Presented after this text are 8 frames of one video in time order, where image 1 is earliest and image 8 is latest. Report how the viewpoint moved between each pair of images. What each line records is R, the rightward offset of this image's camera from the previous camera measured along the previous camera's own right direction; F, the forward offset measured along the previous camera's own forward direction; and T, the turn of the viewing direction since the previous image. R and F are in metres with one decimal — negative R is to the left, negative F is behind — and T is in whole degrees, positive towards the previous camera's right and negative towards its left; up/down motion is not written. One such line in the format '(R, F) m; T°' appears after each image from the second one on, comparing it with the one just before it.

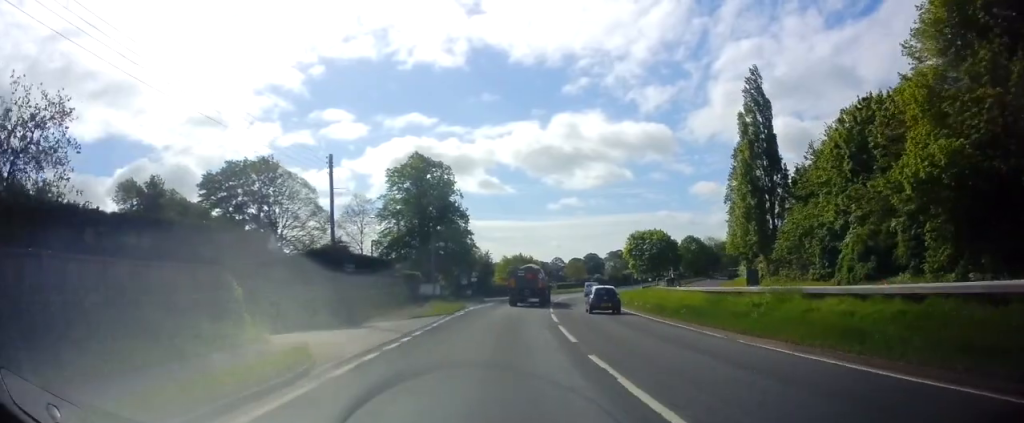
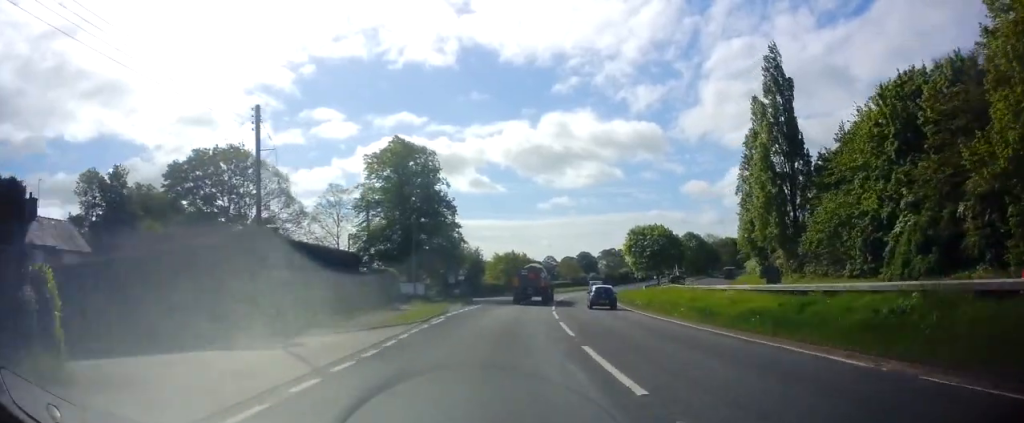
(0.0, +7.3) m; +1°
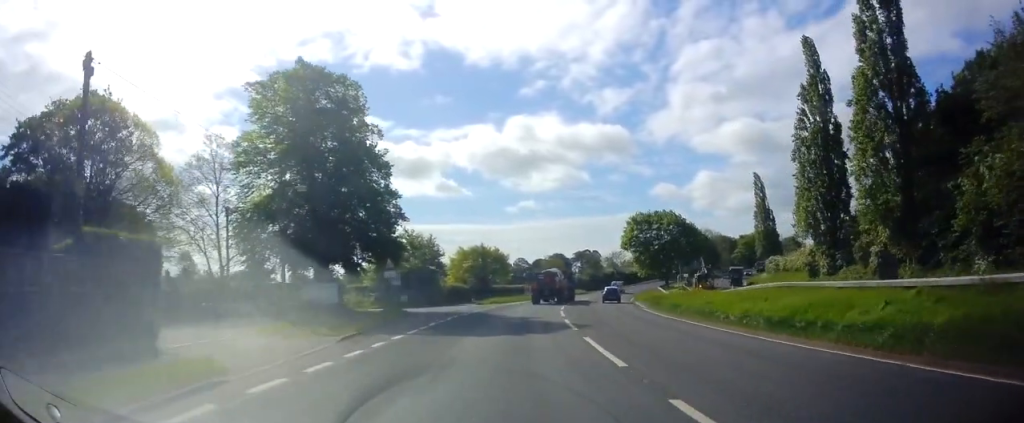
(+0.7, +23.9) m; +3°
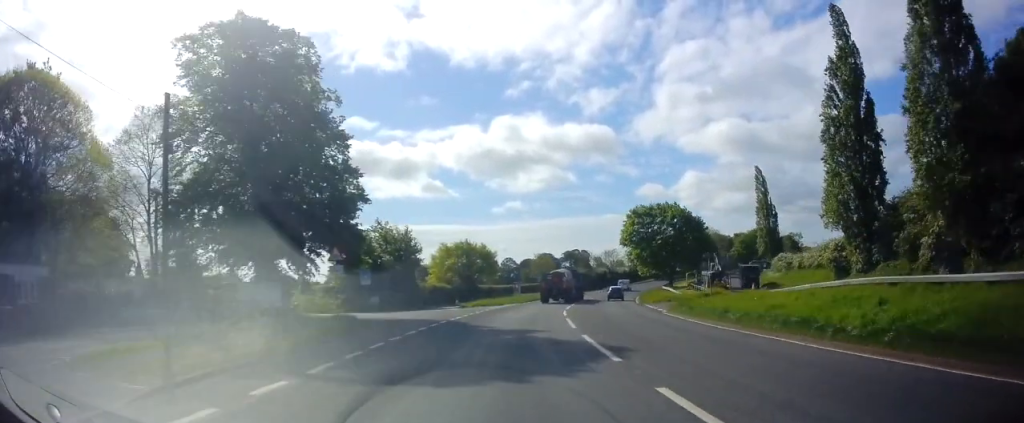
(+0.1, +8.0) m; +1°
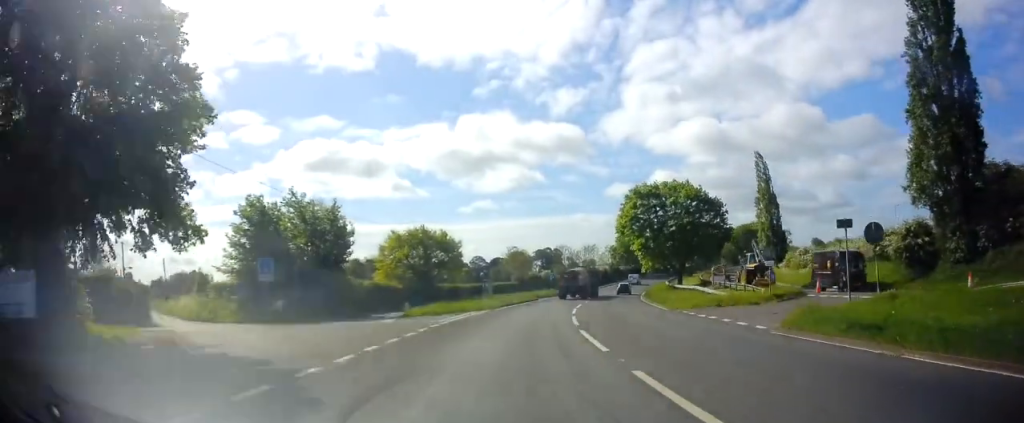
(+0.3, +16.0) m; +2°
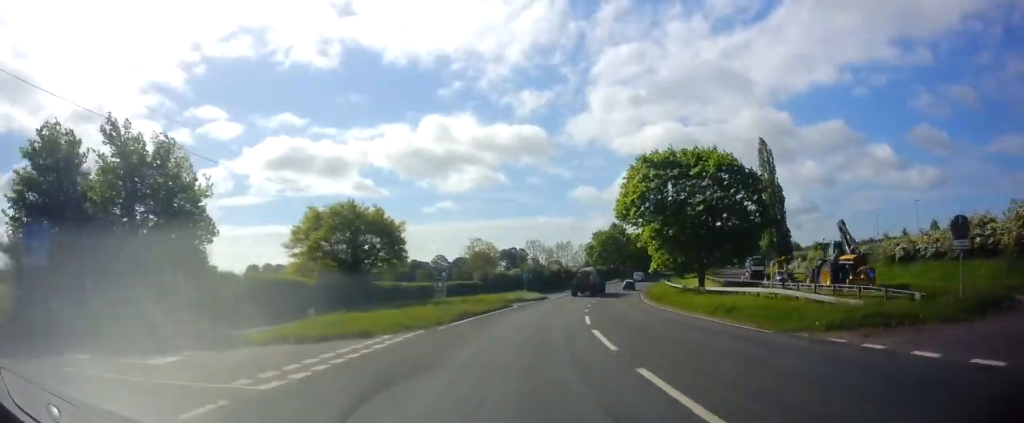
(+0.4, +16.9) m; +3°
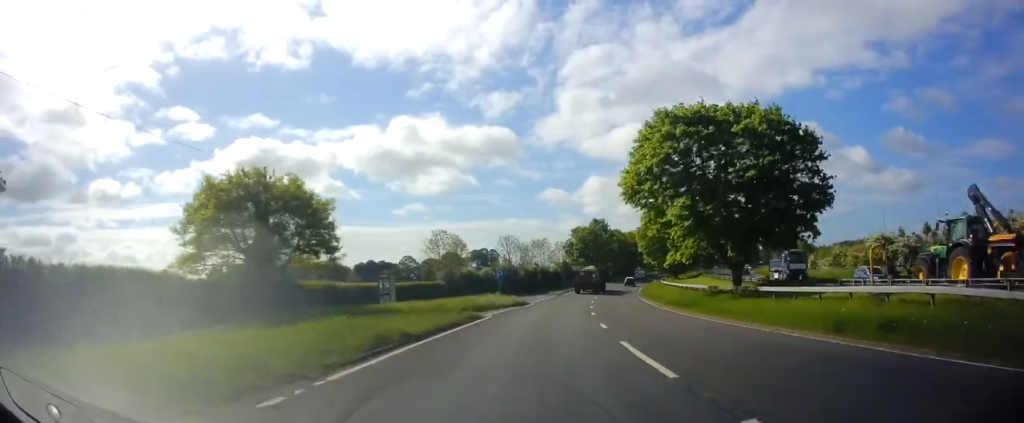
(+0.2, +12.5) m; +3°
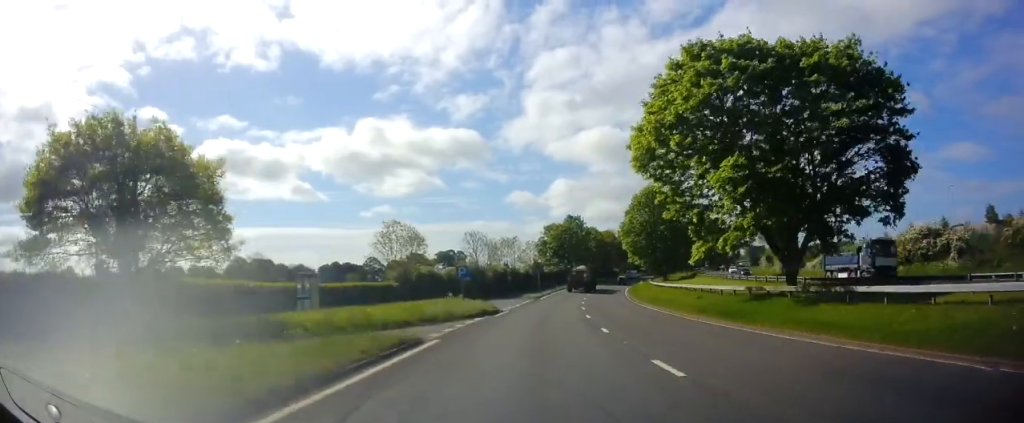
(+0.1, +10.6) m; +3°
